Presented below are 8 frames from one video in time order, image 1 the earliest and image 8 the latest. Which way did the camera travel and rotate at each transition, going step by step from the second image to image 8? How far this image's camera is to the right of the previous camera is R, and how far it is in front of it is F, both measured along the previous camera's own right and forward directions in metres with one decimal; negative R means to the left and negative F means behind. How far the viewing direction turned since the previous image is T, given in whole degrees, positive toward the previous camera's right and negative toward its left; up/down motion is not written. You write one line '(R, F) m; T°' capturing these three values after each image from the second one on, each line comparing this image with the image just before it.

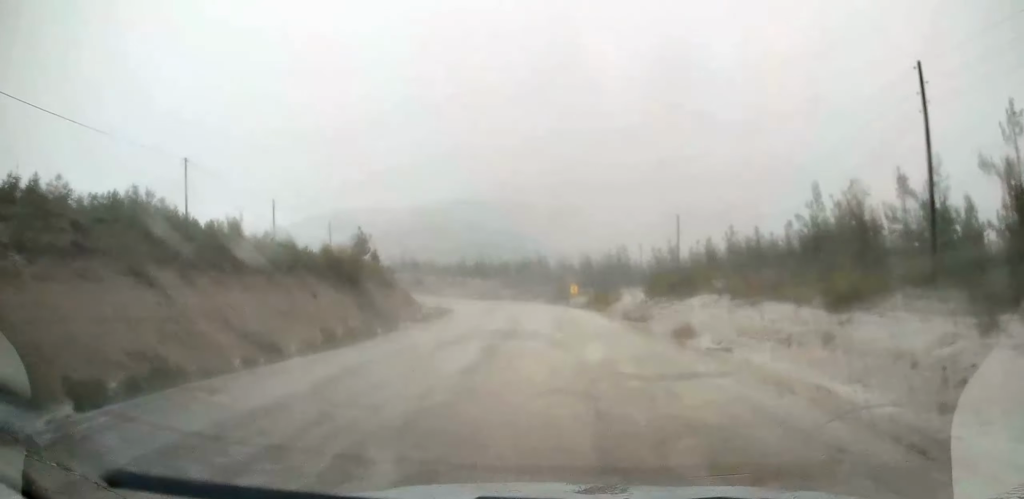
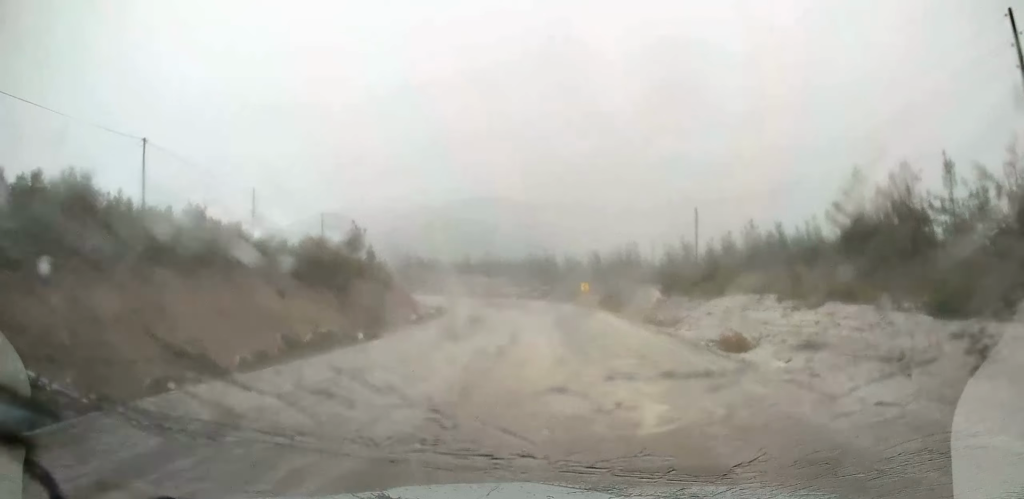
(+0.1, +5.5) m; -1°
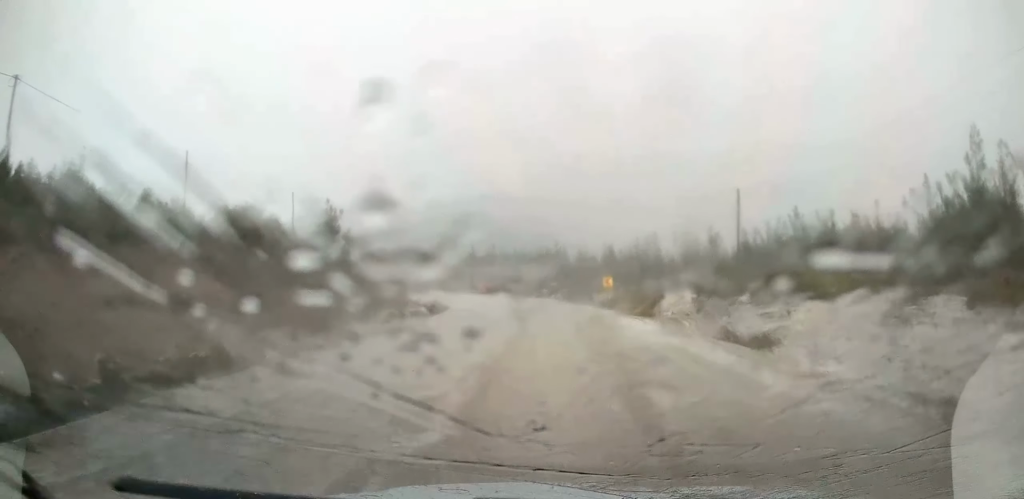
(-0.2, +12.0) m; -1°
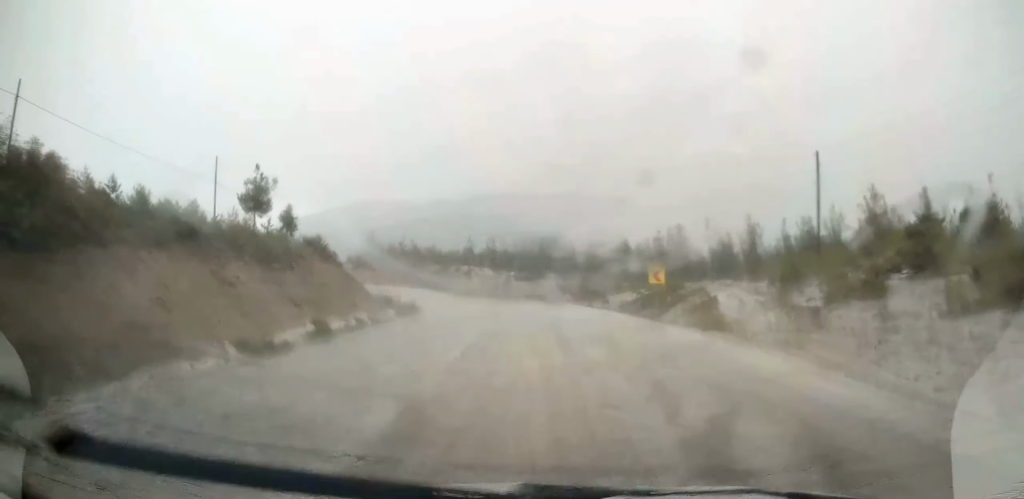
(-0.1, +16.9) m; -1°
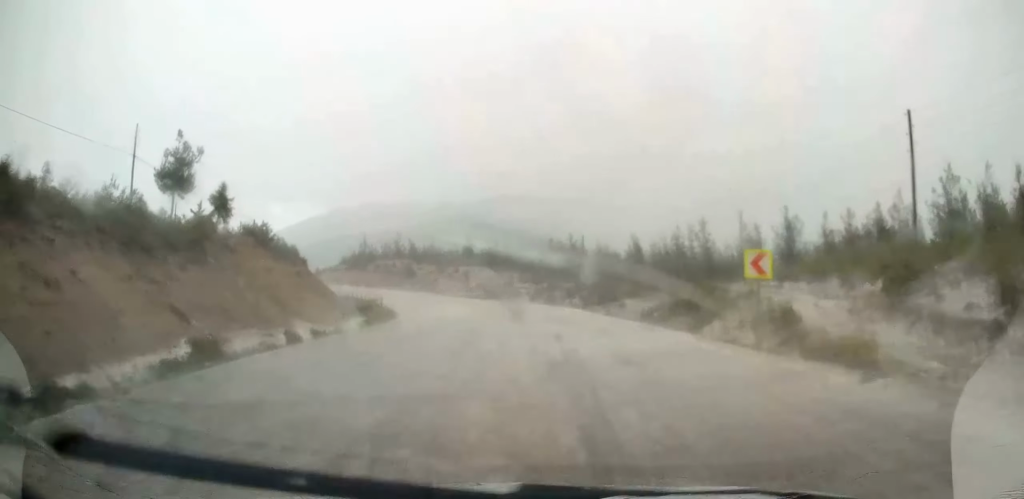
(-0.1, +11.5) m; -1°
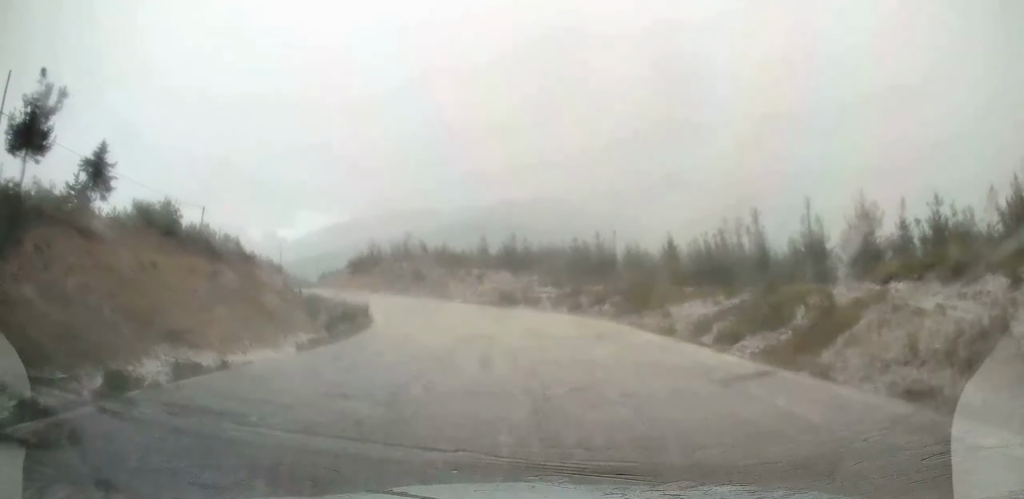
(-0.2, +13.7) m; -1°
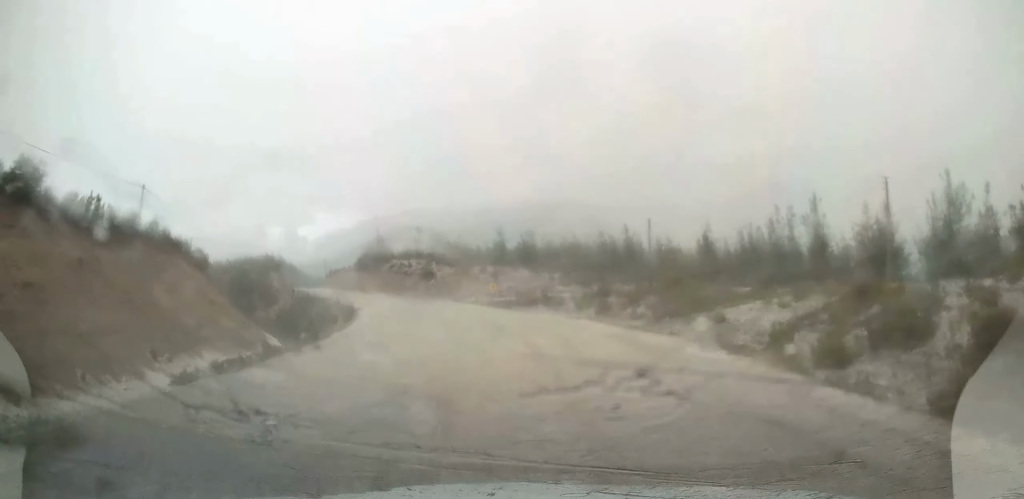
(0.0, +11.3) m; -1°
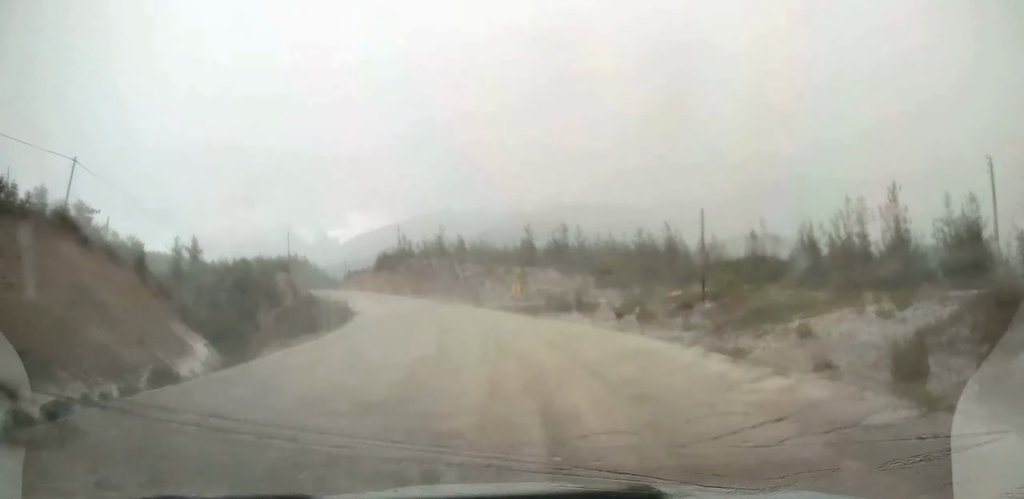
(-0.2, +10.1) m; -3°
